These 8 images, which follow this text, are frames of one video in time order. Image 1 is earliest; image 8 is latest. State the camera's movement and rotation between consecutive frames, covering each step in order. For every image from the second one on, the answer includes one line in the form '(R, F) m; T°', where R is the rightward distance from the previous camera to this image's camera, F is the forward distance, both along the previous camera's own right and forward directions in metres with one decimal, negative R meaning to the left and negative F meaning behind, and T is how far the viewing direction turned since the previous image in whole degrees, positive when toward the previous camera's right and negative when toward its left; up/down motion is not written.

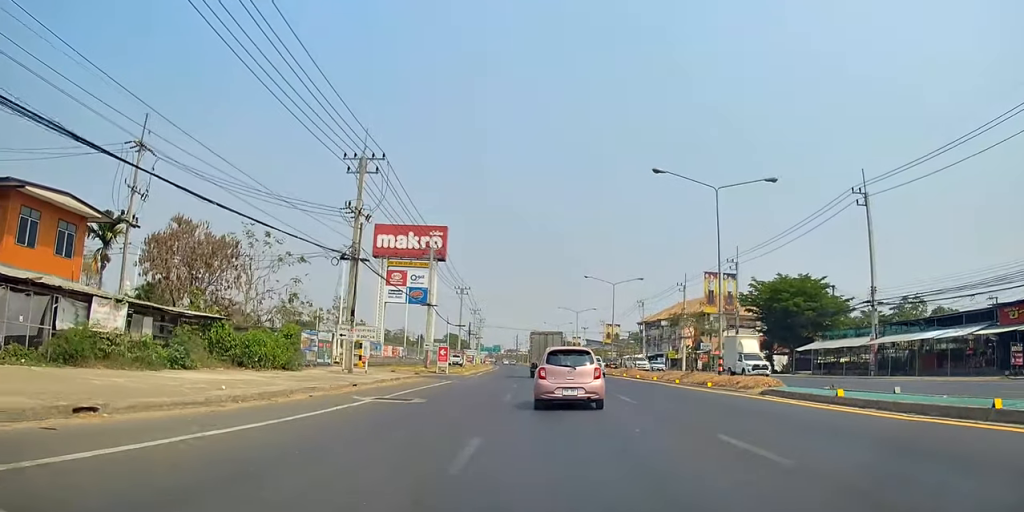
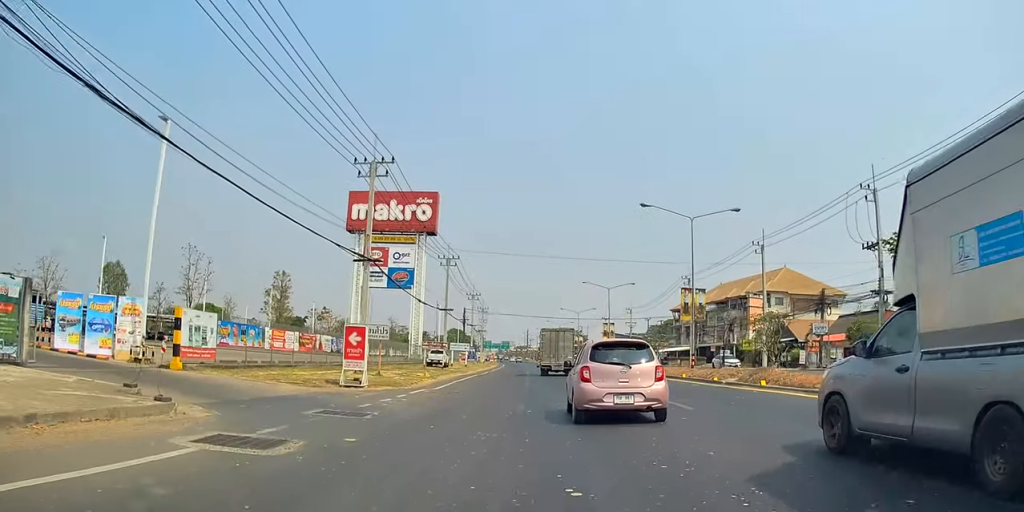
(-1.8, +28.0) m; -4°
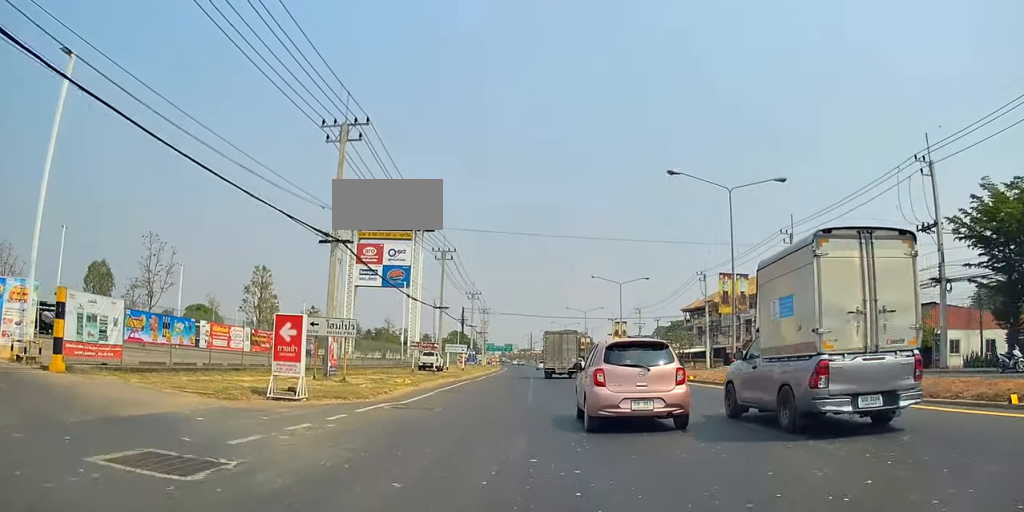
(+0.1, +7.1) m; 0°
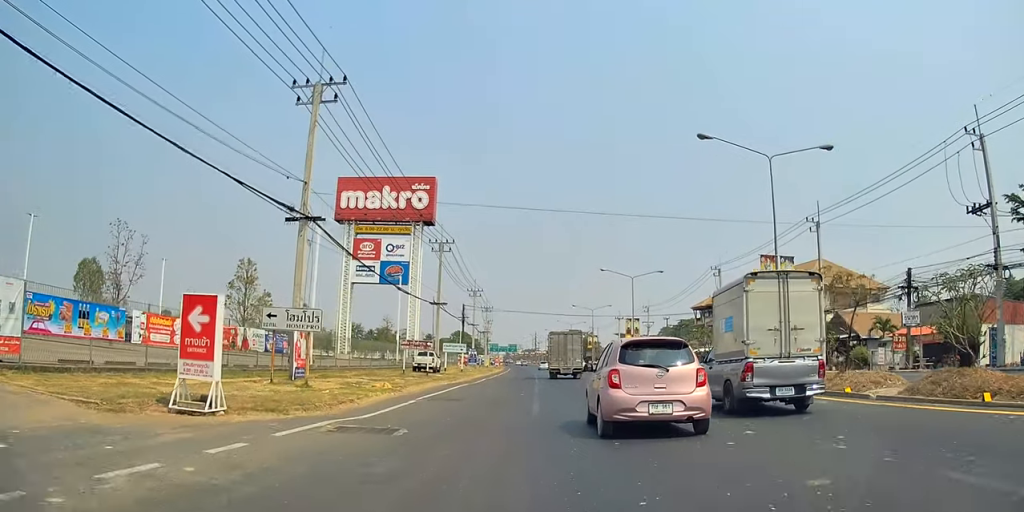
(+0.1, +4.7) m; -1°
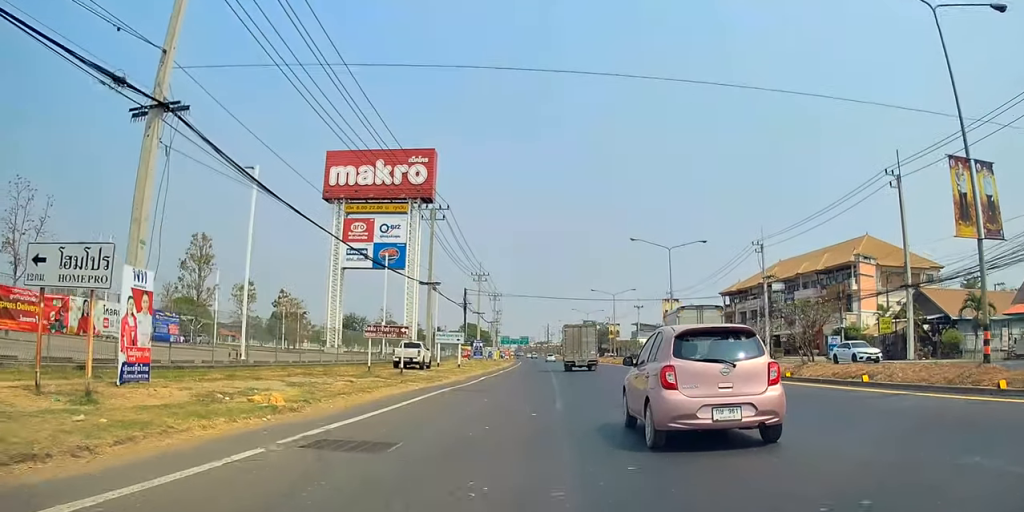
(-0.3, +12.0) m; -2°
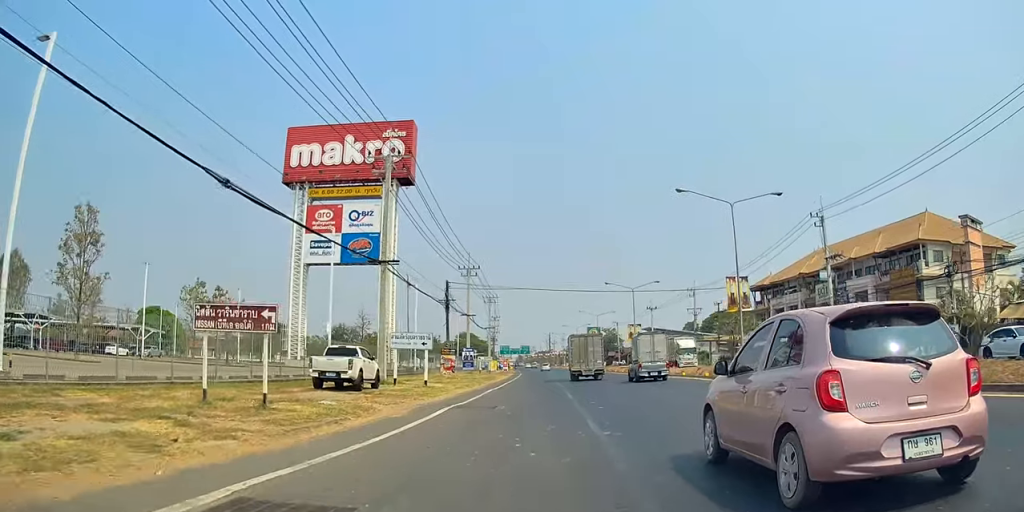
(0.0, +15.2) m; 0°
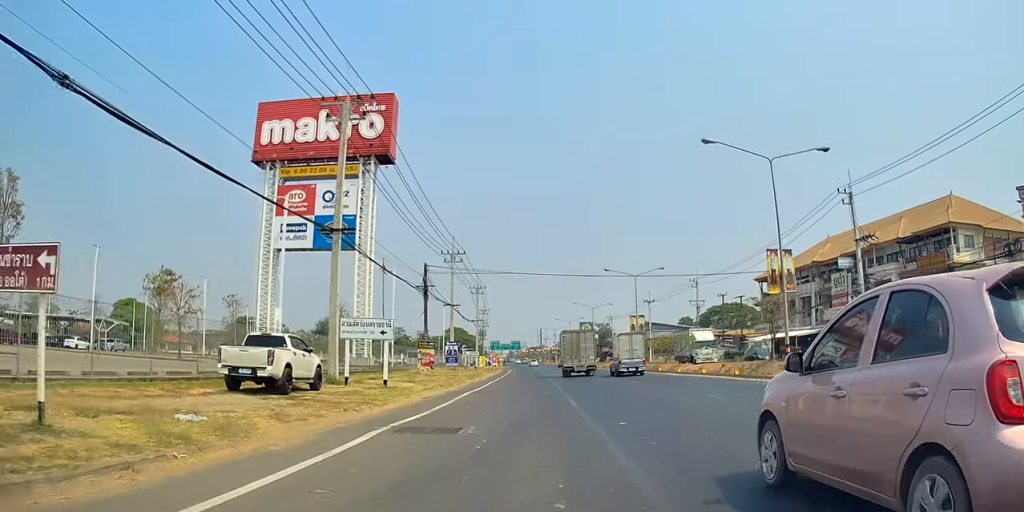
(0.0, +6.2) m; 0°
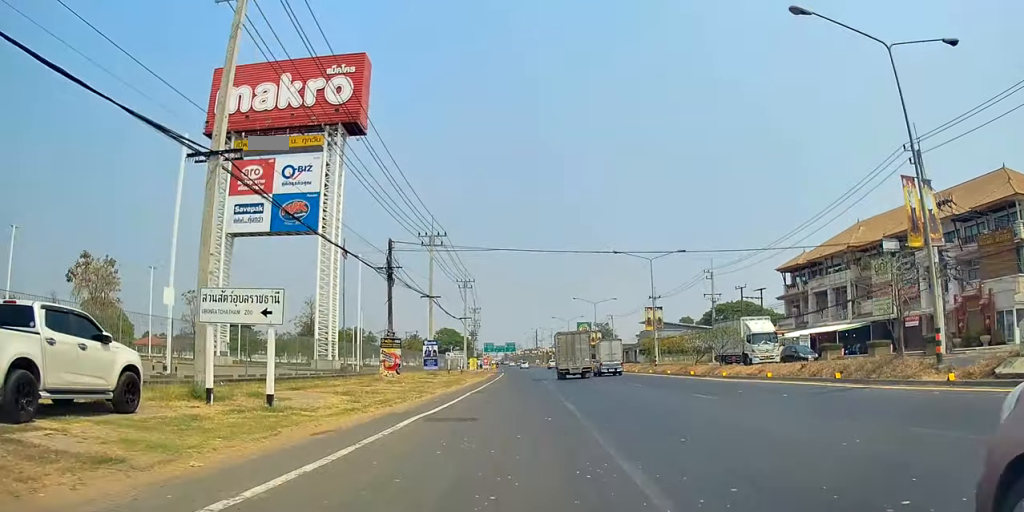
(0.0, +9.6) m; 0°
